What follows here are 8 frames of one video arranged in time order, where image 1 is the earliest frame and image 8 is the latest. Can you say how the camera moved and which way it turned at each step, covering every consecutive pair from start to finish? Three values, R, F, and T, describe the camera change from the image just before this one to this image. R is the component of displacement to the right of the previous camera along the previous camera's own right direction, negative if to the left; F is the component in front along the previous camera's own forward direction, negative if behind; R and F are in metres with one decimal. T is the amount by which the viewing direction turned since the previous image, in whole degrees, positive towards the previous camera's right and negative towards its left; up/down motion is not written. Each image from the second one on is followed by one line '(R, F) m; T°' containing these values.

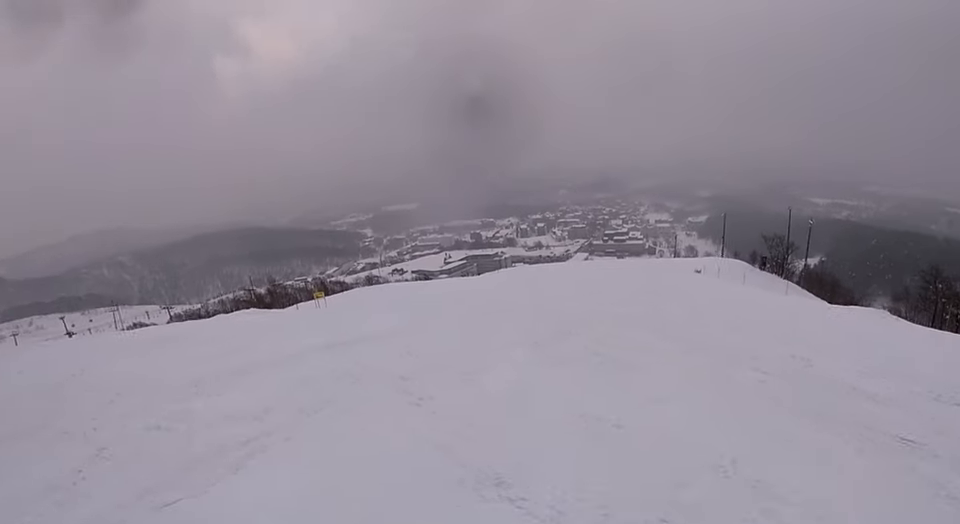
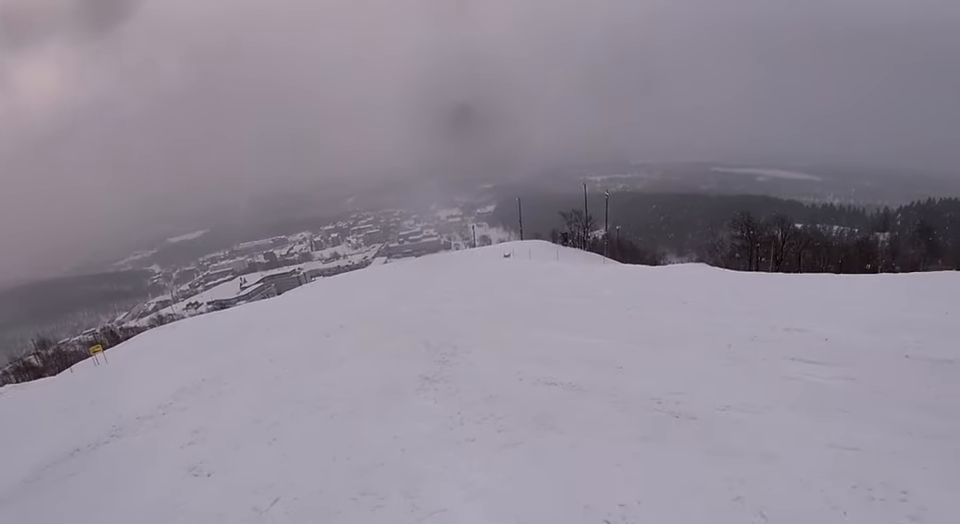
(+1.0, +5.5) m; +20°
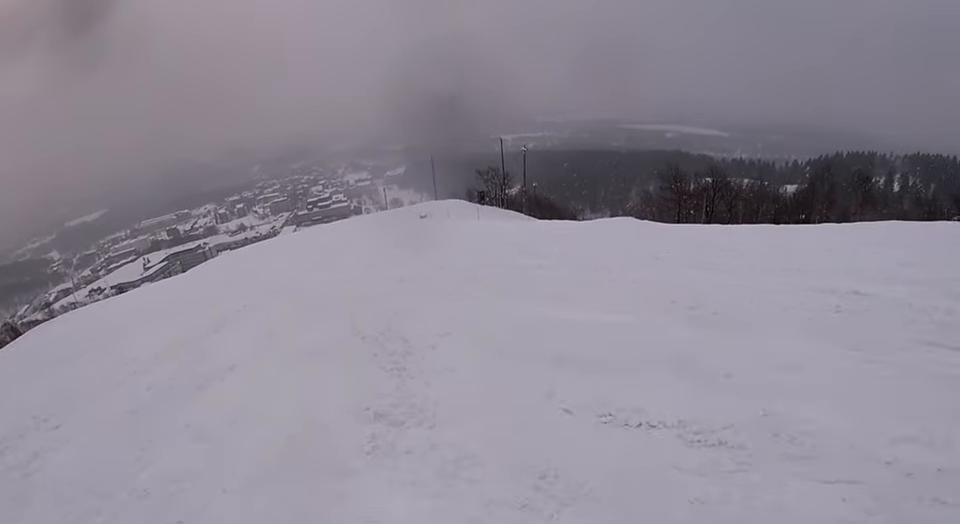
(+0.6, +3.4) m; +4°
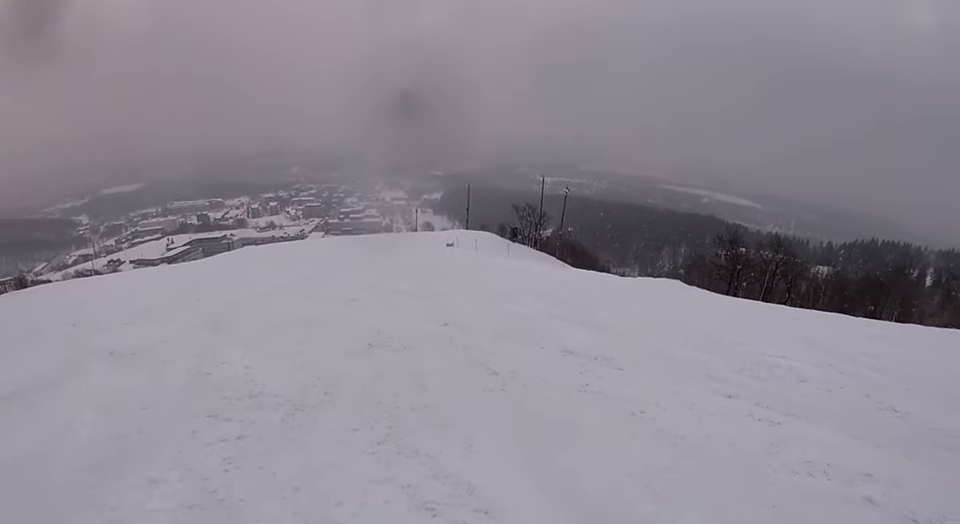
(+0.6, +7.0) m; -5°
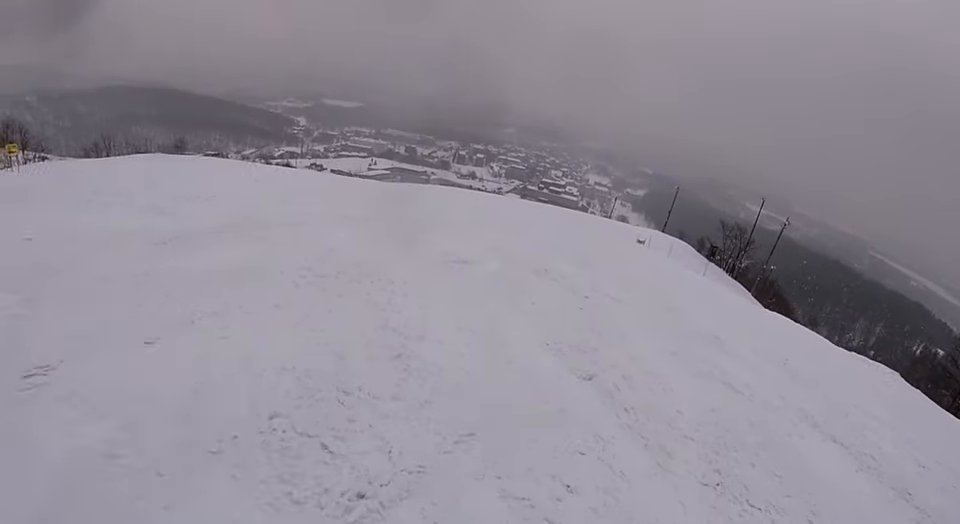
(-1.2, +7.2) m; -13°
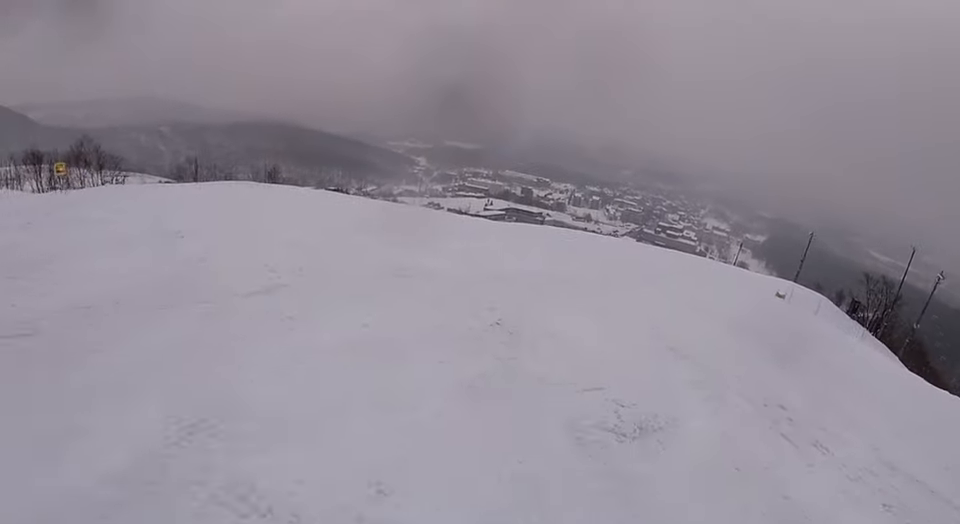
(-0.2, +6.7) m; -8°
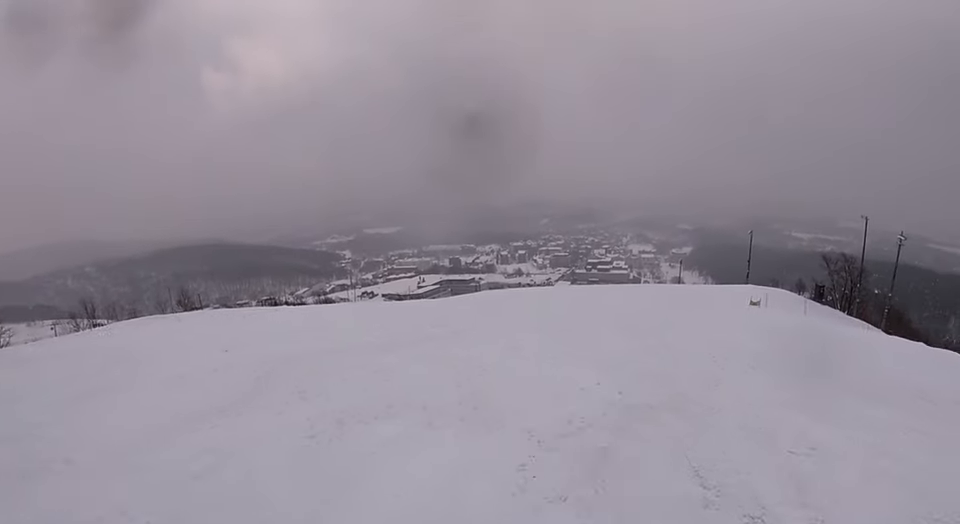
(-0.9, +6.7) m; +4°
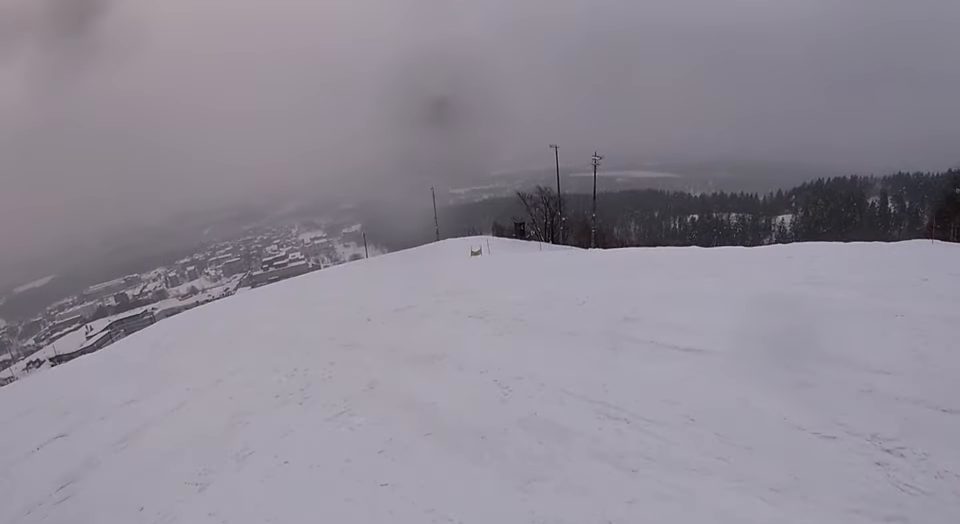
(+3.8, +10.2) m; +22°
